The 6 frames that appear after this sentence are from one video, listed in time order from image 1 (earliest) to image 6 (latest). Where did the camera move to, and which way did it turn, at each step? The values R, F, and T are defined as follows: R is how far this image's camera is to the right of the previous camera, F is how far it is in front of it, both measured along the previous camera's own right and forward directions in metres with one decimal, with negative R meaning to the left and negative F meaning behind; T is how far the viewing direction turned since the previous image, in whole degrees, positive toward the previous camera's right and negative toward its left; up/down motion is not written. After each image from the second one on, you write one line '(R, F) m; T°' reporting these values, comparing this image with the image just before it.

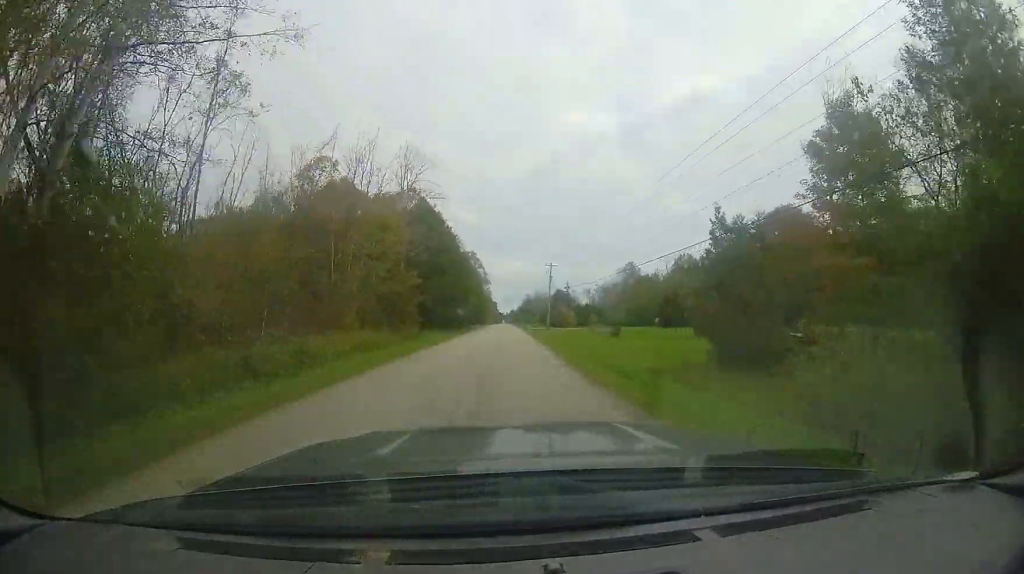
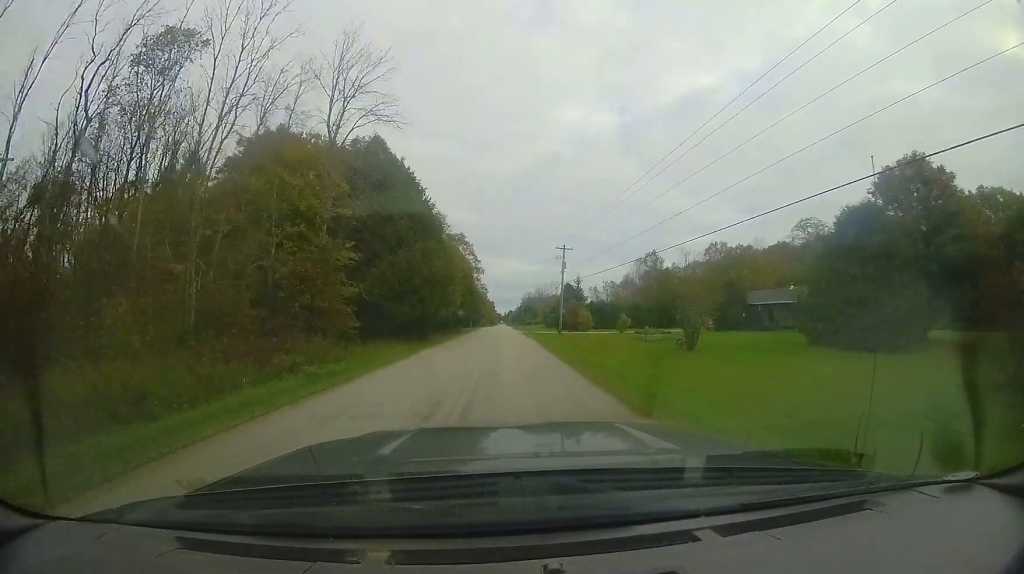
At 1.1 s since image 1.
(-0.2, +15.1) m; +1°
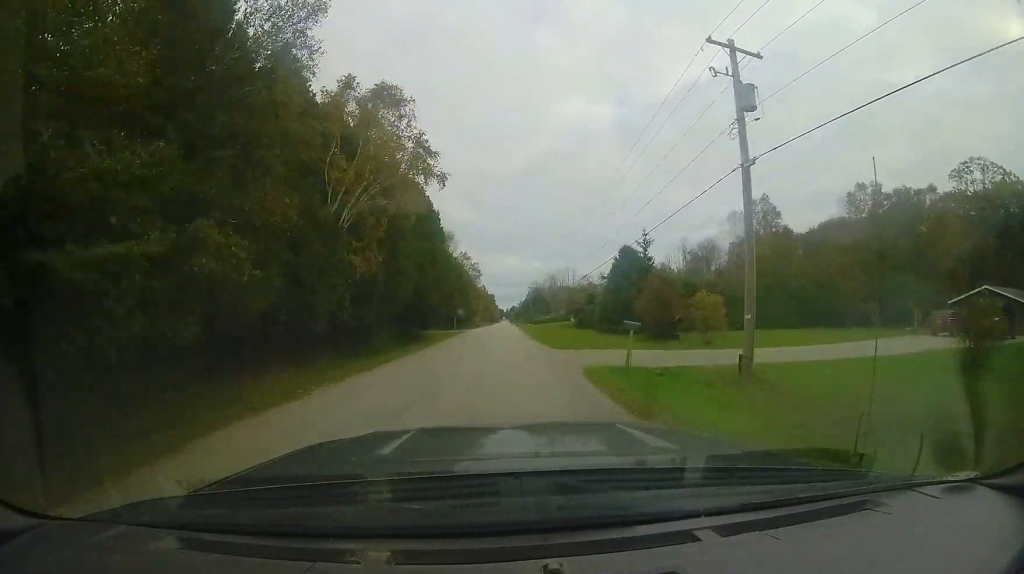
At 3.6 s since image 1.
(-0.5, +35.0) m; -3°
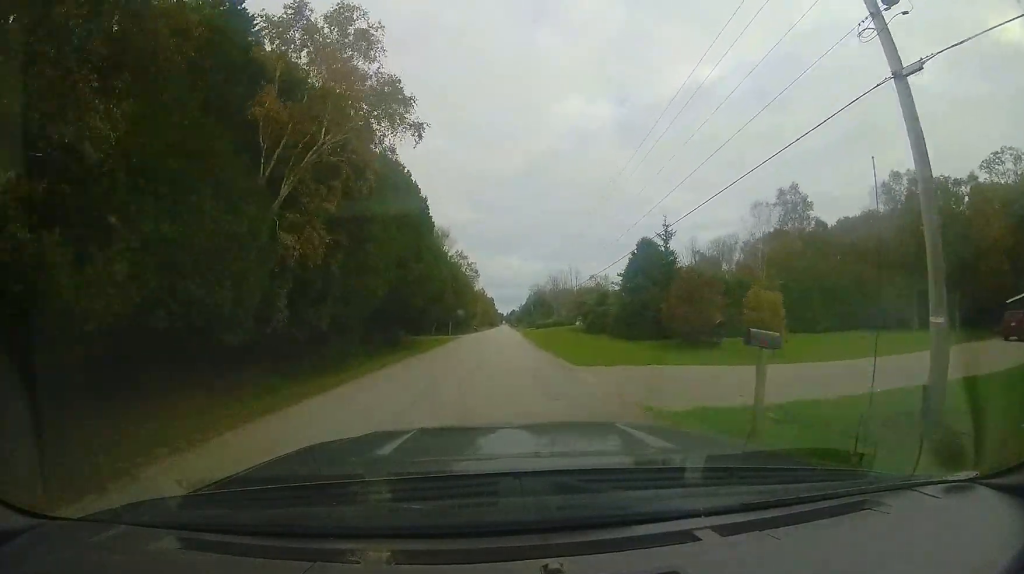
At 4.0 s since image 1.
(0.0, +5.6) m; 0°
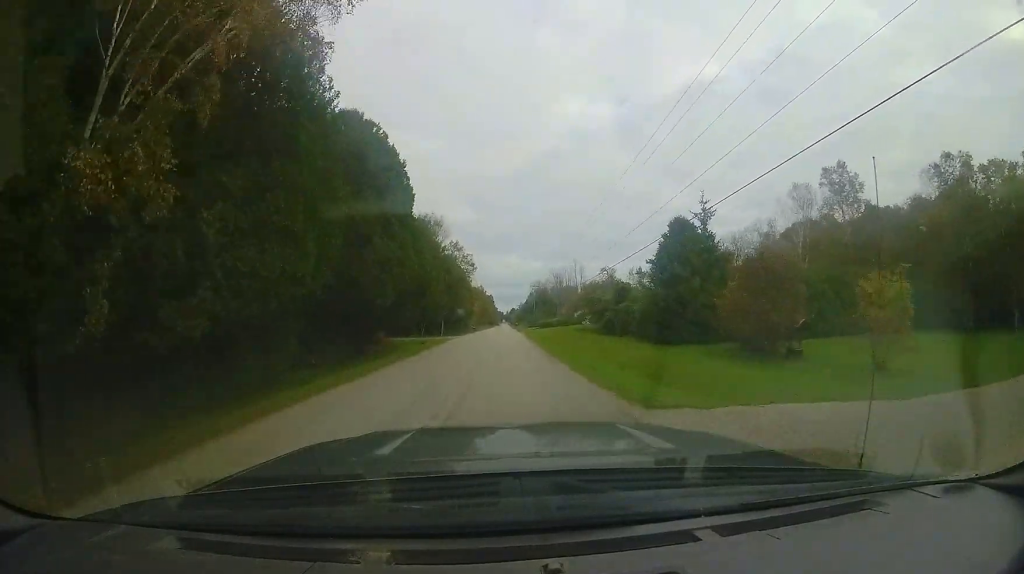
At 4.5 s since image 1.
(0.0, +7.2) m; 0°
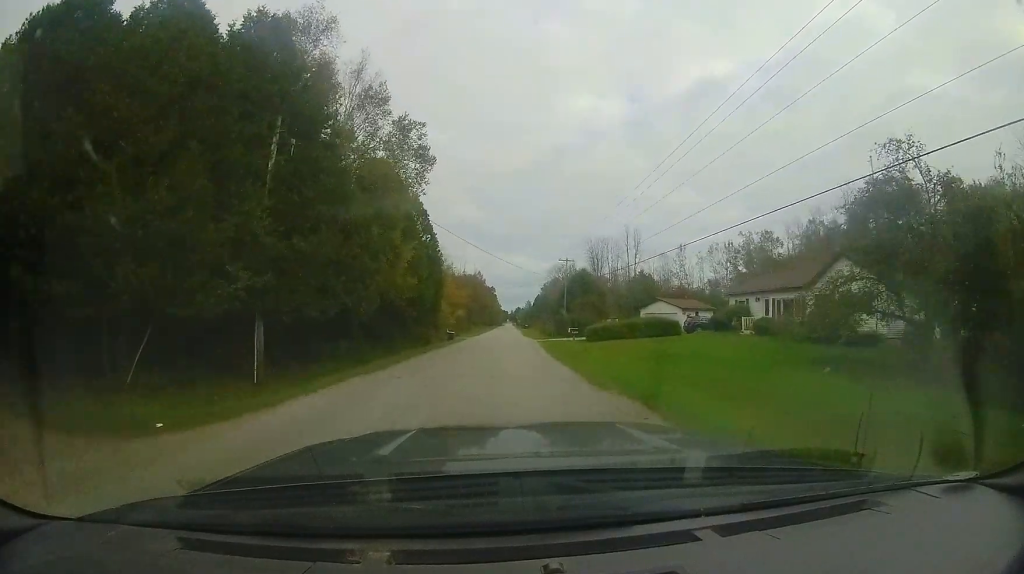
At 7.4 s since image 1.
(-0.2, +45.4) m; +1°
